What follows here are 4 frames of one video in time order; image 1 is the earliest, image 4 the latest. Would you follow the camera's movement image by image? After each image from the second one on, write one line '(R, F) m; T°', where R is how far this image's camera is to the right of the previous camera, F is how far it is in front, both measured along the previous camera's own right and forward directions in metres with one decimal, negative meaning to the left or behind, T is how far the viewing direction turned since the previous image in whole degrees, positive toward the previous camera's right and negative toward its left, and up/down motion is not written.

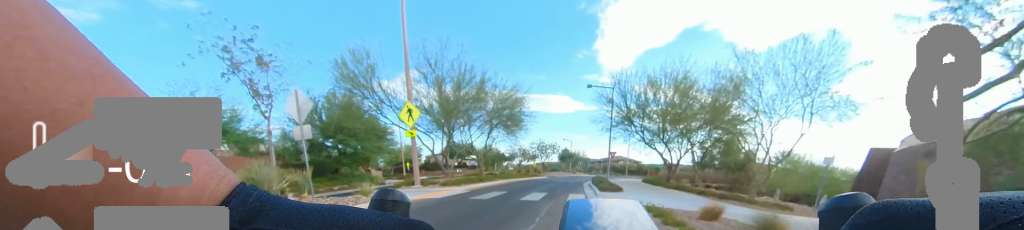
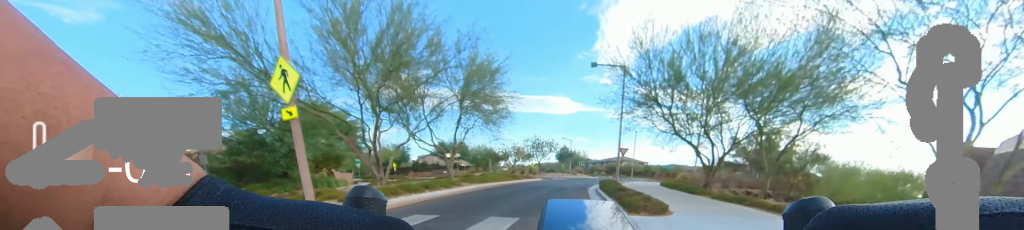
(-0.9, +6.3) m; -8°
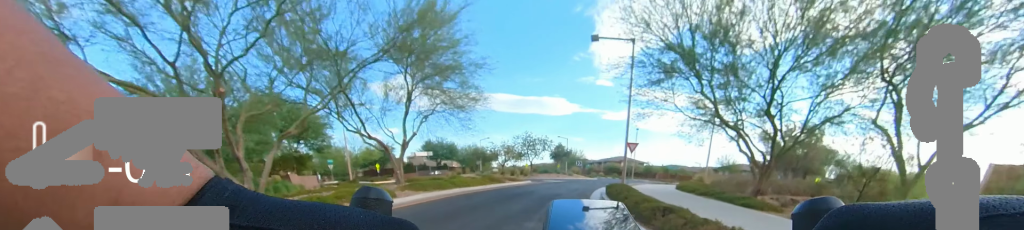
(0.0, +5.1) m; +1°
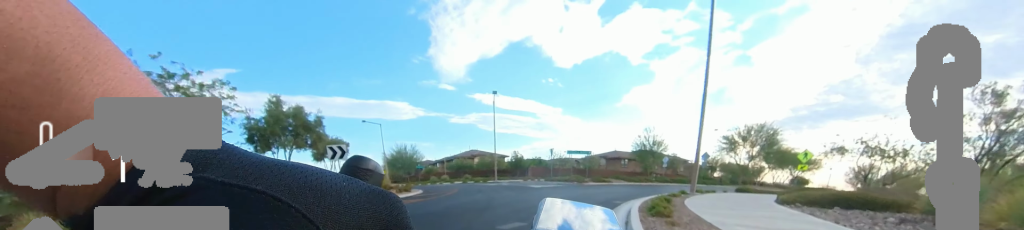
(+6.1, +28.8) m; +34°
